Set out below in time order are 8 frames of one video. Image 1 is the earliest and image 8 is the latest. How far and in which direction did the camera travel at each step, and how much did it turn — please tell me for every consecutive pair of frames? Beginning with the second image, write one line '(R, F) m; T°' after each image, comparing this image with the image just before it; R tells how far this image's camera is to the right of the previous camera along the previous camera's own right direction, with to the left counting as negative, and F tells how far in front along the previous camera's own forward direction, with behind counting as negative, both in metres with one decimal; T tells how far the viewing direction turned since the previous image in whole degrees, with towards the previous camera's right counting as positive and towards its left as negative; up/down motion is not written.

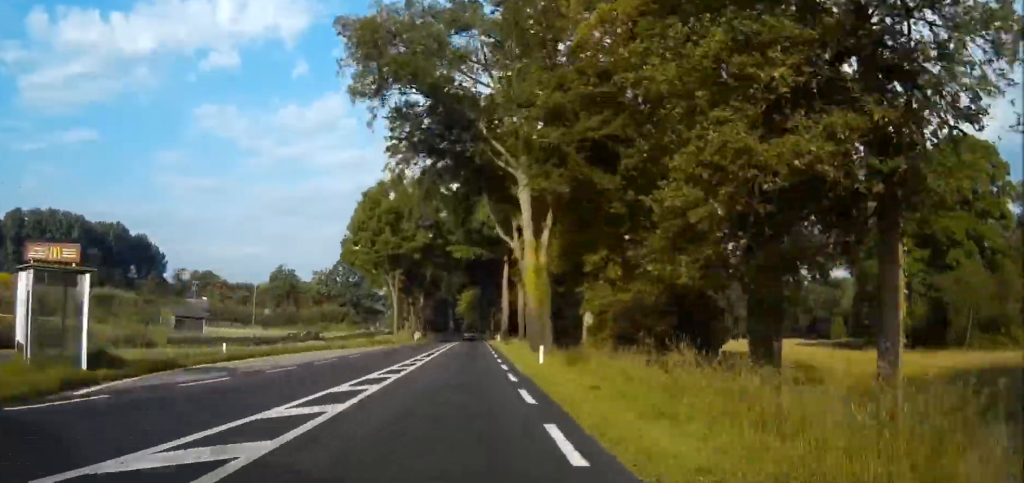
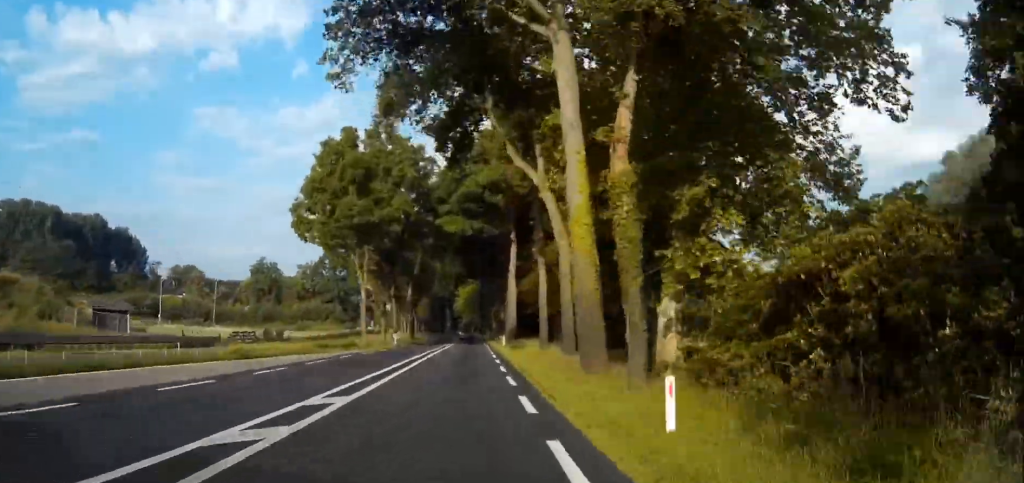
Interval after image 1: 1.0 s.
(+0.1, +19.8) m; 0°
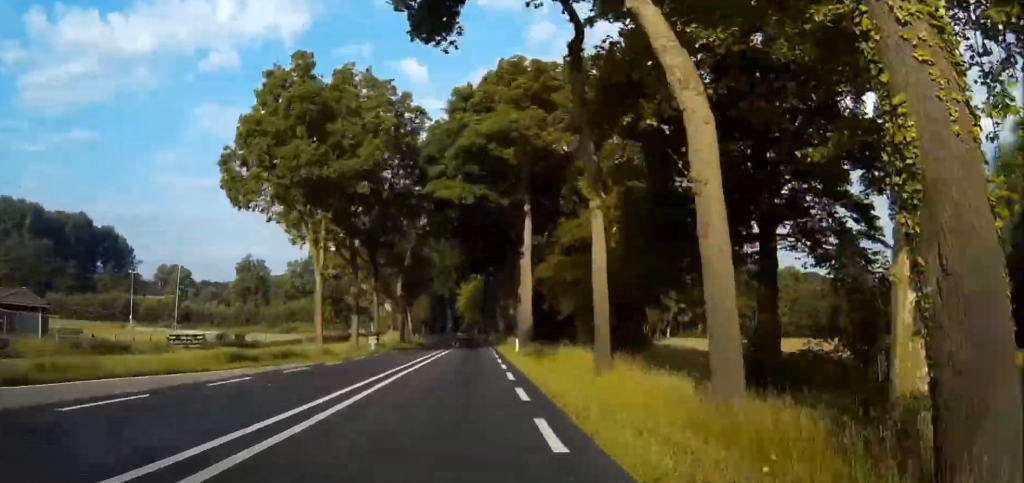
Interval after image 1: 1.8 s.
(-0.1, +16.3) m; 0°
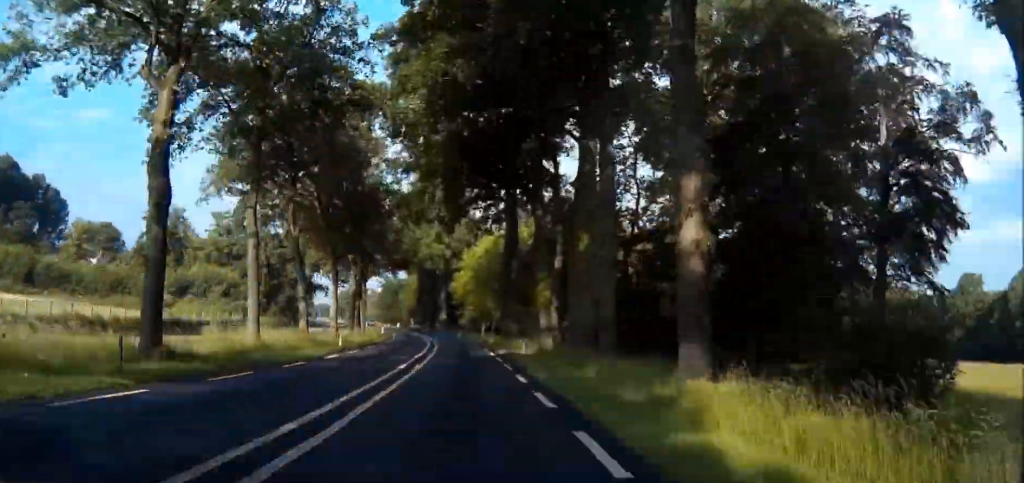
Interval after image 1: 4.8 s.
(-0.1, +61.7) m; -2°
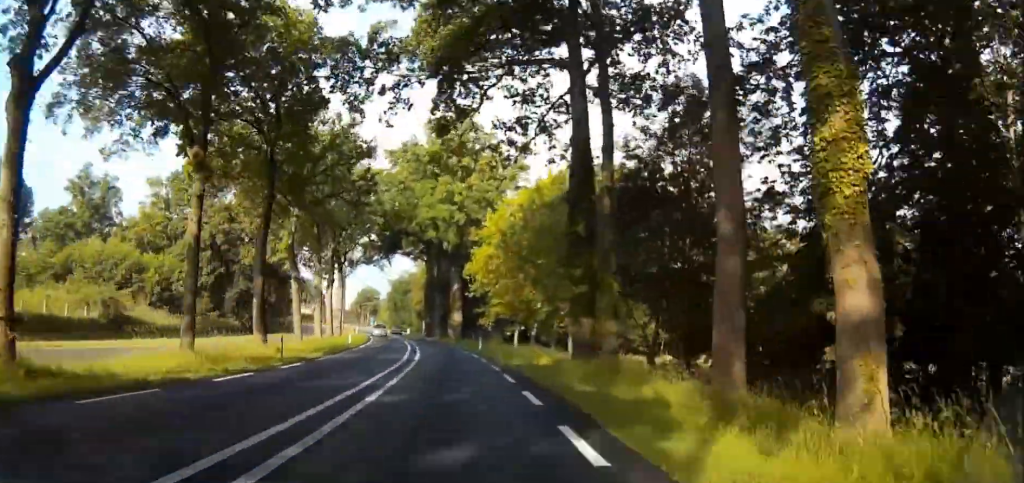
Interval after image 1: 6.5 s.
(-1.0, +35.1) m; -3°
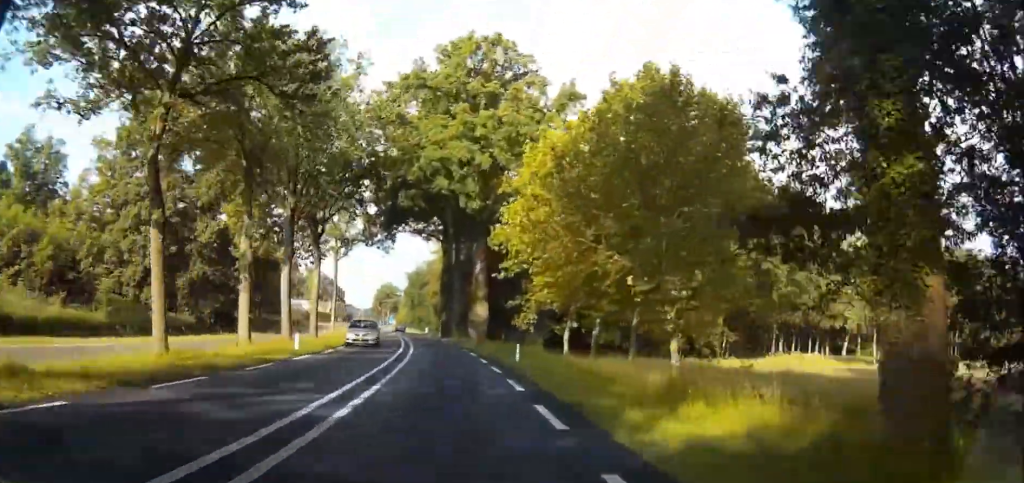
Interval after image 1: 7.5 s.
(-0.4, +21.2) m; -2°
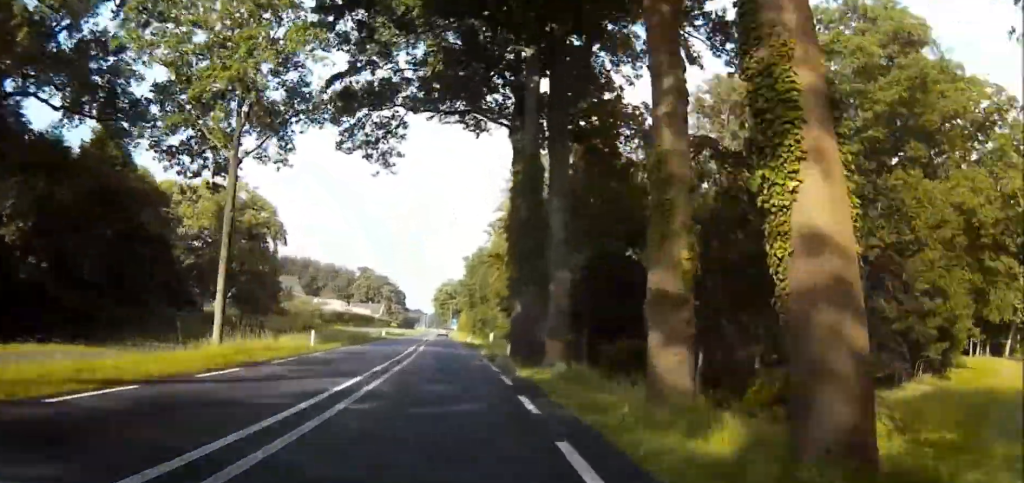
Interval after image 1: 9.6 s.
(-2.0, +45.7) m; -5°
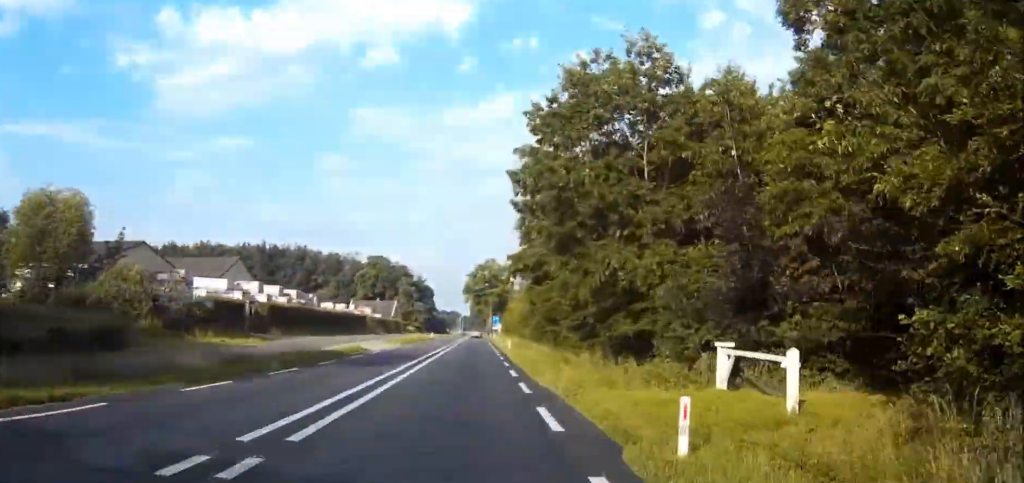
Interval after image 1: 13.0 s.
(-3.0, +74.1) m; -3°
